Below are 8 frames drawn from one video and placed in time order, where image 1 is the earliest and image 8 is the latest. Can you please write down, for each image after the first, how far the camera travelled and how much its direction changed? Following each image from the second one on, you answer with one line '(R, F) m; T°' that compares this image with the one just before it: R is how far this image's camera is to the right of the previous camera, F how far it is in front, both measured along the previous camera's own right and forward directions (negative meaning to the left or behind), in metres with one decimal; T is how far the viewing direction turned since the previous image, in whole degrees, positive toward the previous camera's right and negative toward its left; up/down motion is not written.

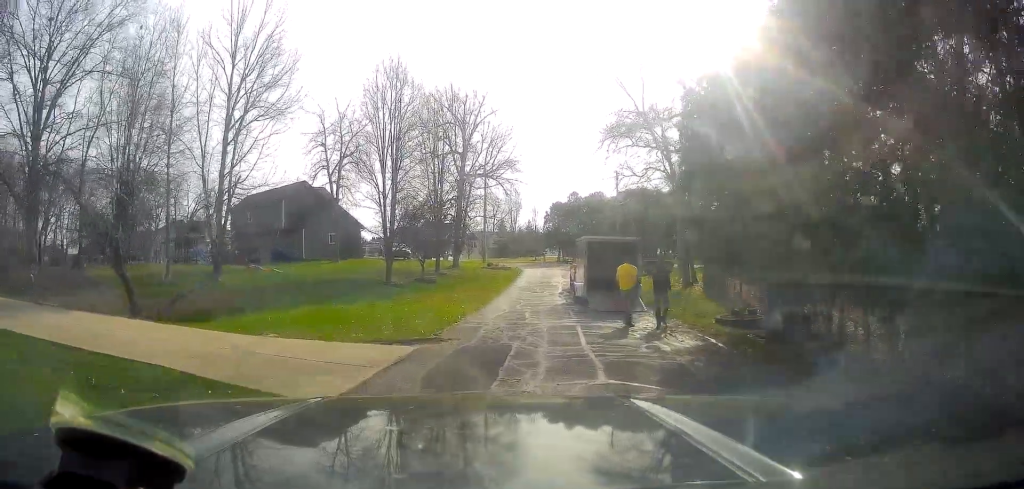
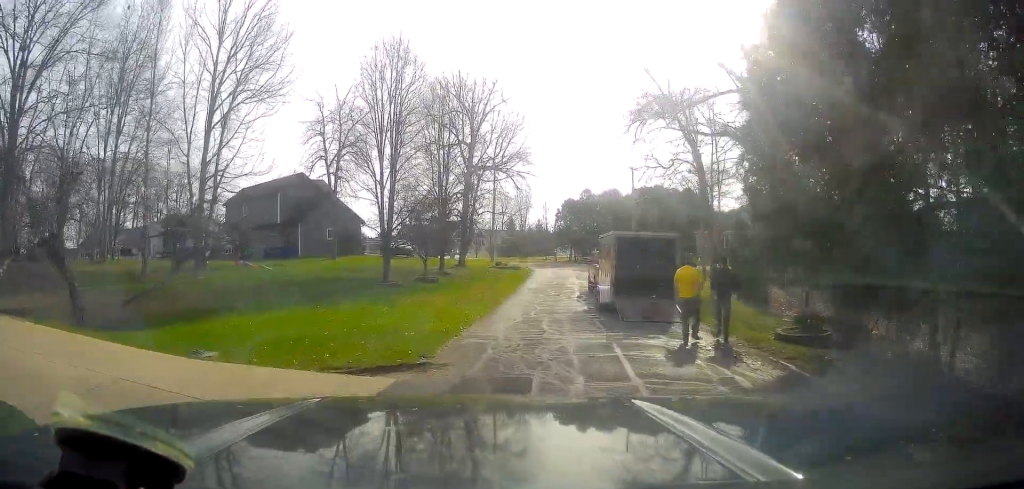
(0.0, +3.5) m; 0°
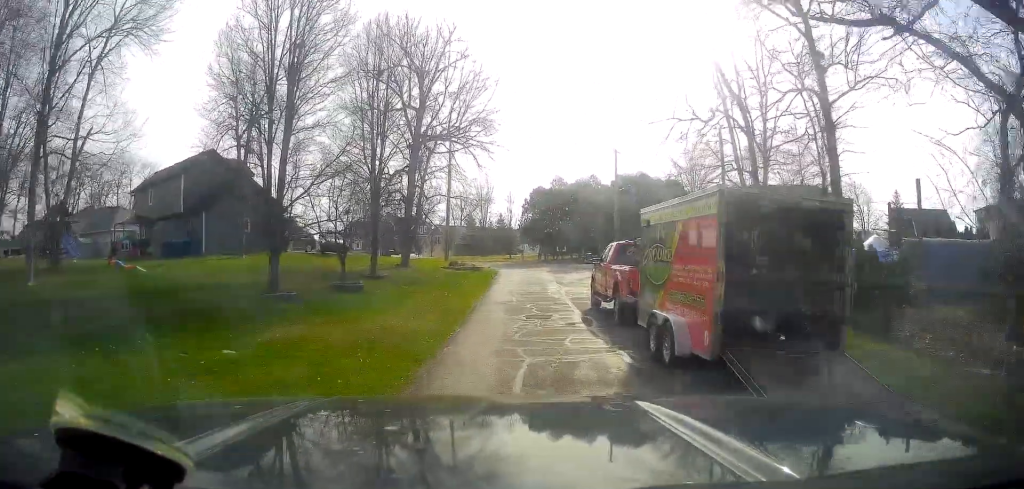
(+0.6, +11.3) m; +8°
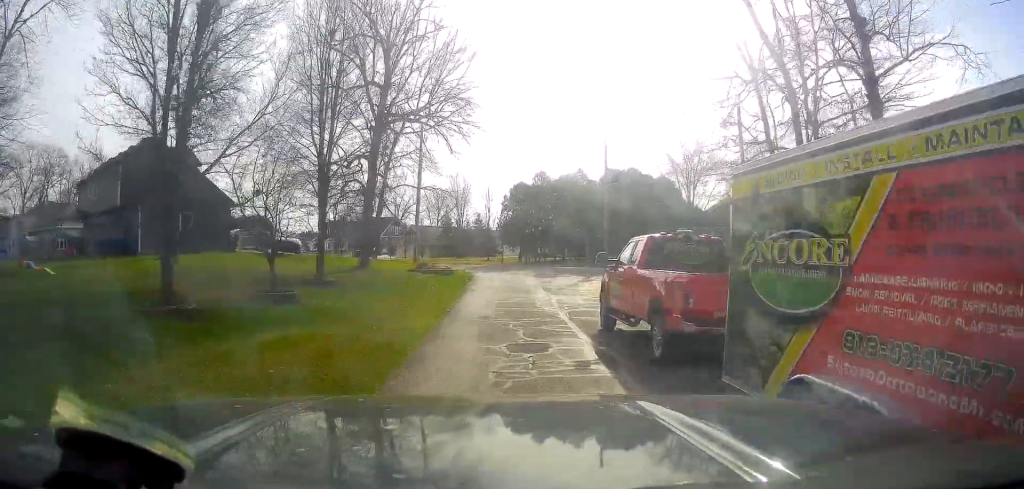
(+0.3, +5.7) m; +3°
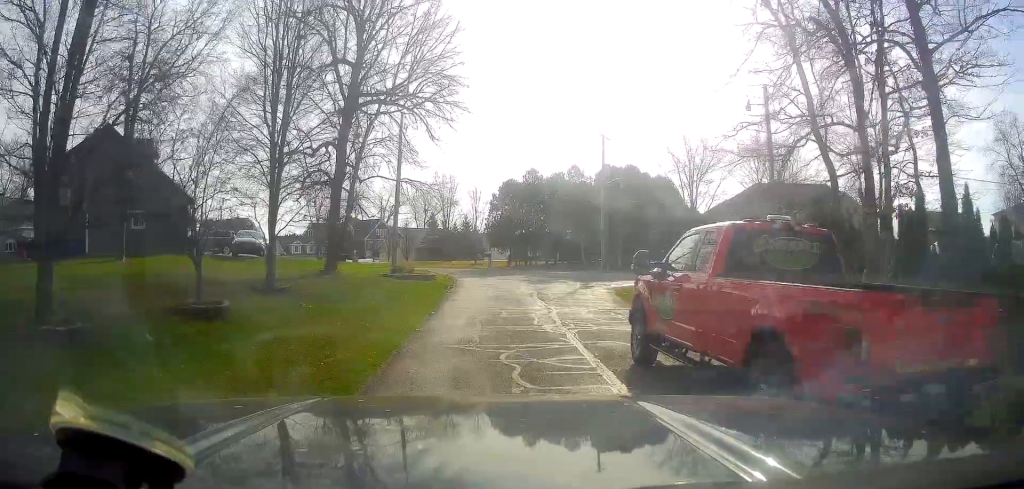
(0.0, +4.4) m; 0°
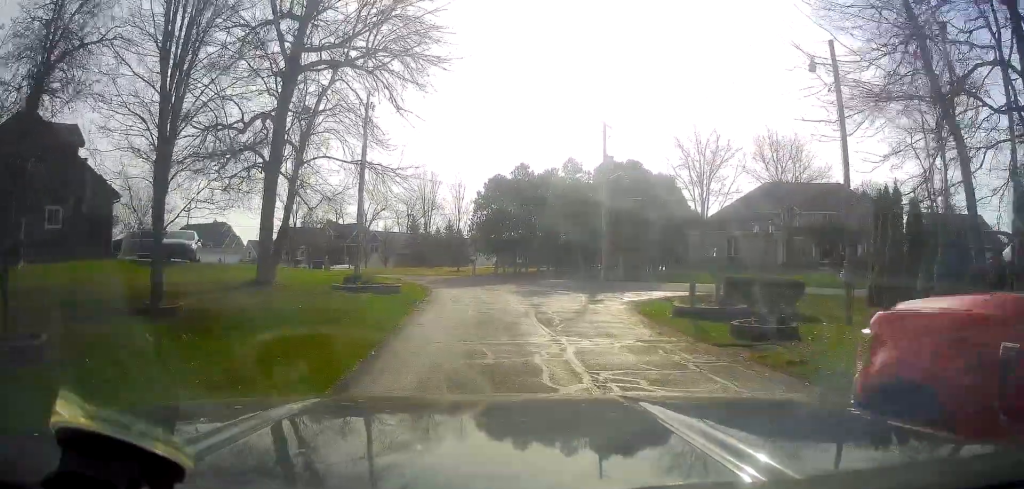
(+0.1, +6.9) m; +5°
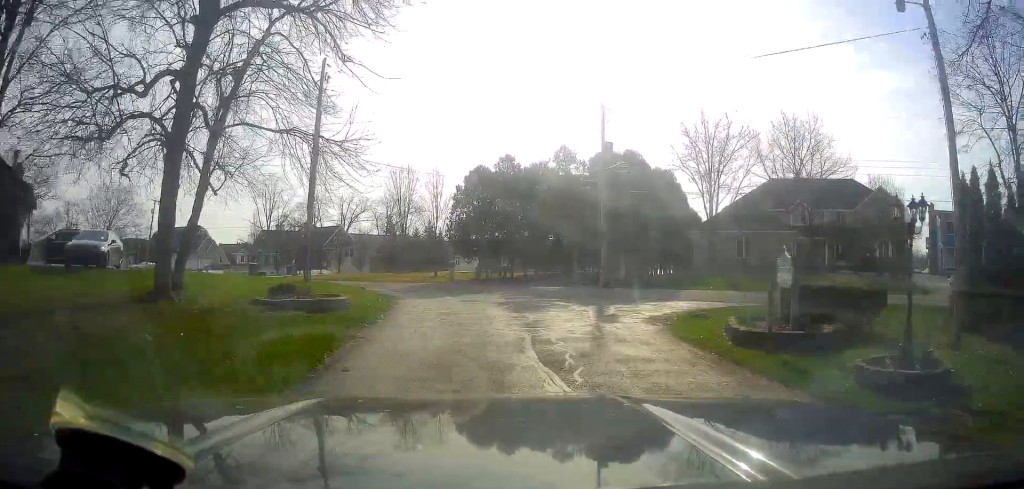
(+0.5, +6.2) m; +4°
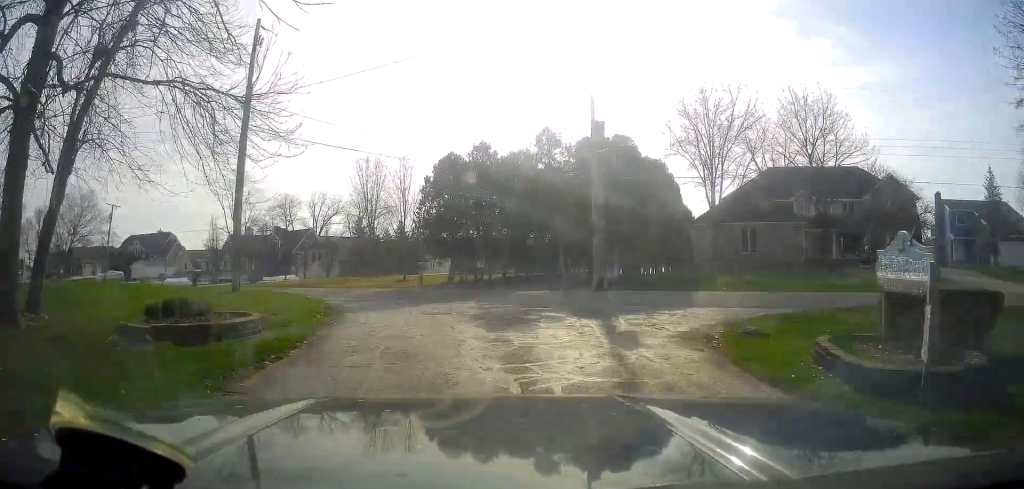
(0.0, +5.6) m; -4°
